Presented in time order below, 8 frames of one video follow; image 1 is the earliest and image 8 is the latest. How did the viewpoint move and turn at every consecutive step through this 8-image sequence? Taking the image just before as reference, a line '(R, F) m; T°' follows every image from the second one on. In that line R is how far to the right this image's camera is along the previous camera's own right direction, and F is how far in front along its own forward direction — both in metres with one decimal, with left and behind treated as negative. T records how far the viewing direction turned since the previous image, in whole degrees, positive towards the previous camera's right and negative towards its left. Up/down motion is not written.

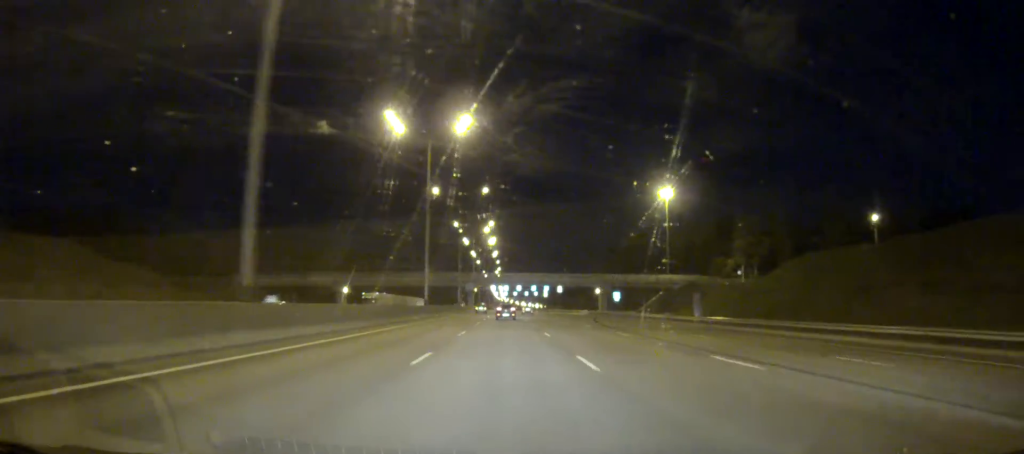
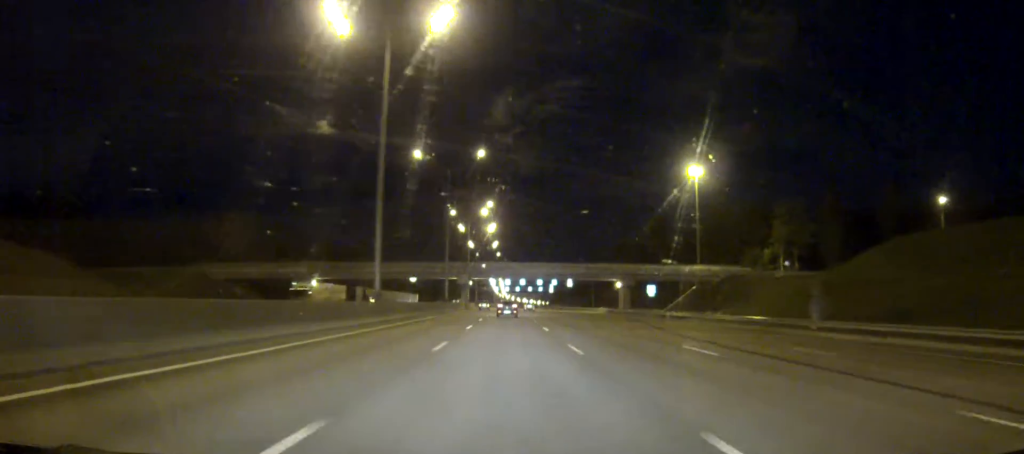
(0.0, +28.0) m; 0°
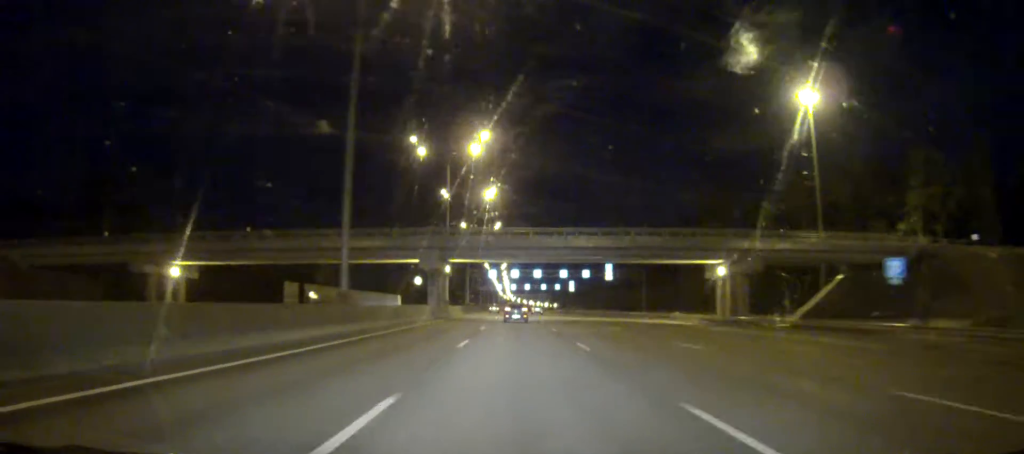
(-0.1, +61.1) m; 0°
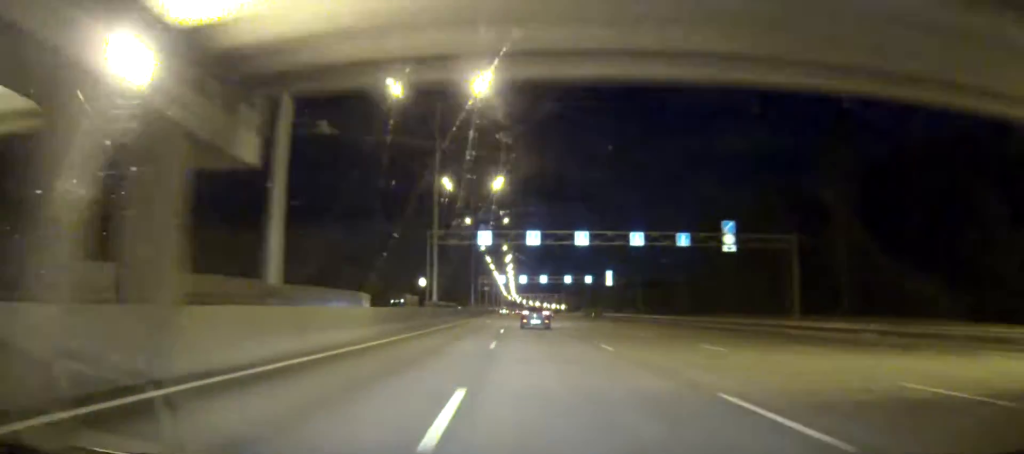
(-0.1, +62.2) m; 0°
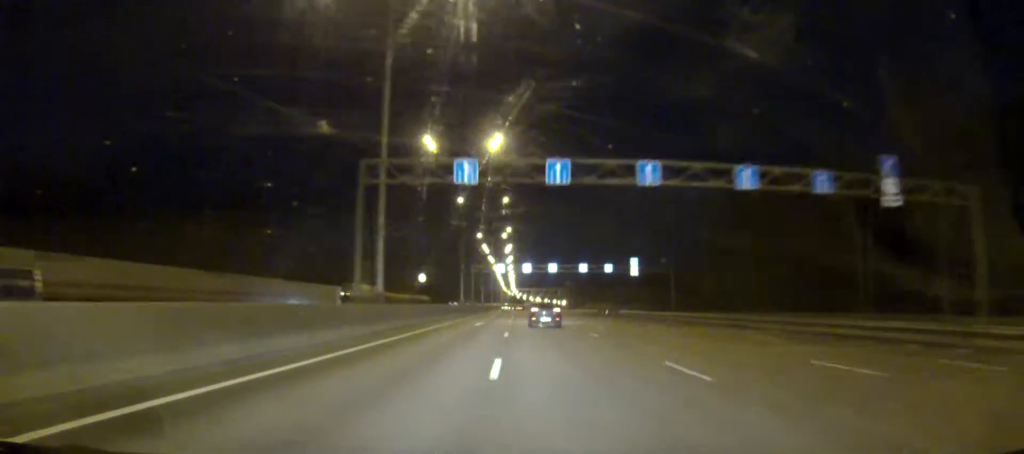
(-0.1, +25.4) m; 0°
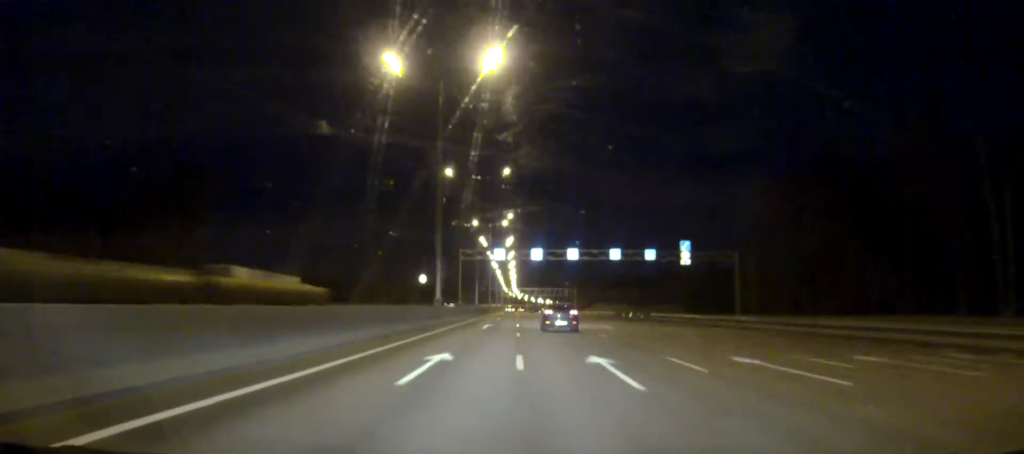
(0.0, +29.3) m; 0°
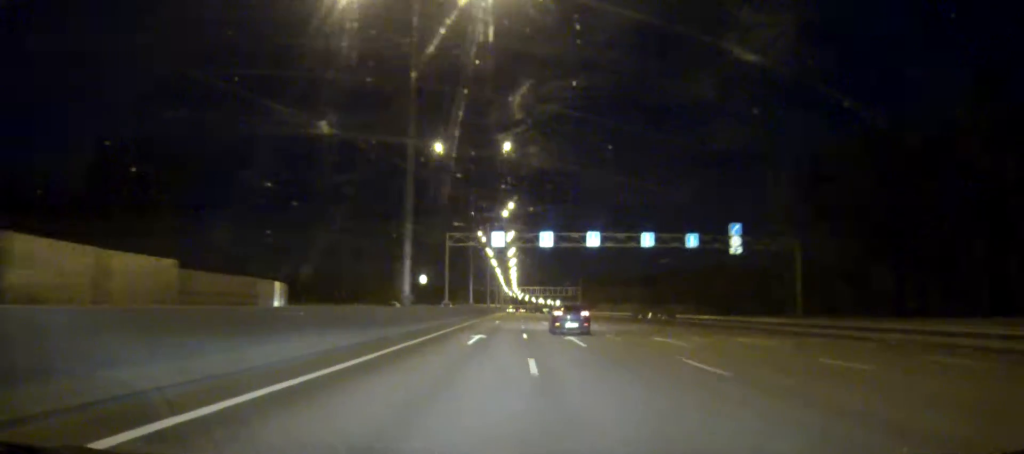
(0.0, +16.7) m; 0°
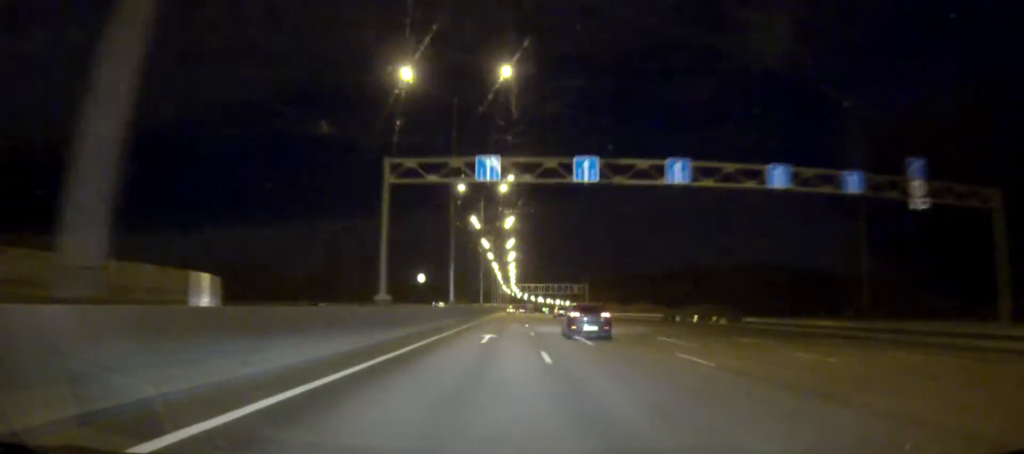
(0.0, +28.5) m; 0°
